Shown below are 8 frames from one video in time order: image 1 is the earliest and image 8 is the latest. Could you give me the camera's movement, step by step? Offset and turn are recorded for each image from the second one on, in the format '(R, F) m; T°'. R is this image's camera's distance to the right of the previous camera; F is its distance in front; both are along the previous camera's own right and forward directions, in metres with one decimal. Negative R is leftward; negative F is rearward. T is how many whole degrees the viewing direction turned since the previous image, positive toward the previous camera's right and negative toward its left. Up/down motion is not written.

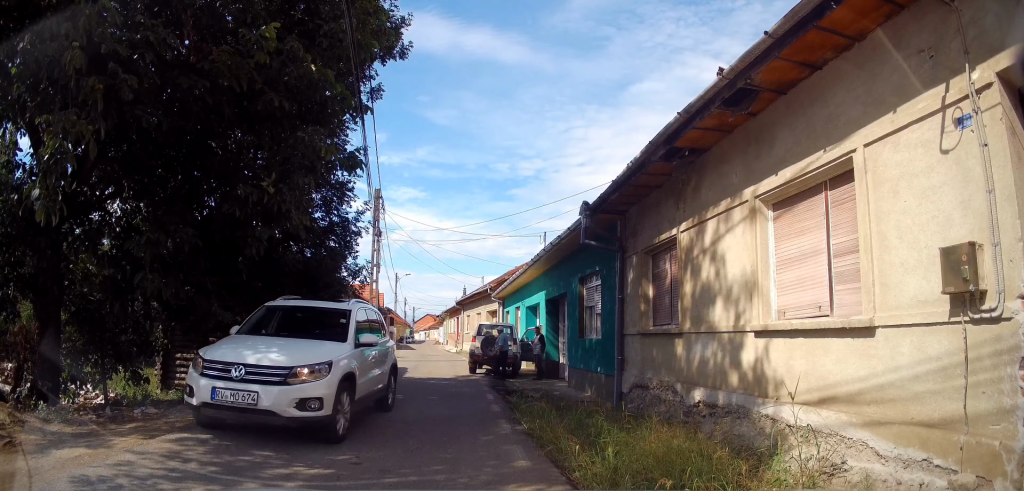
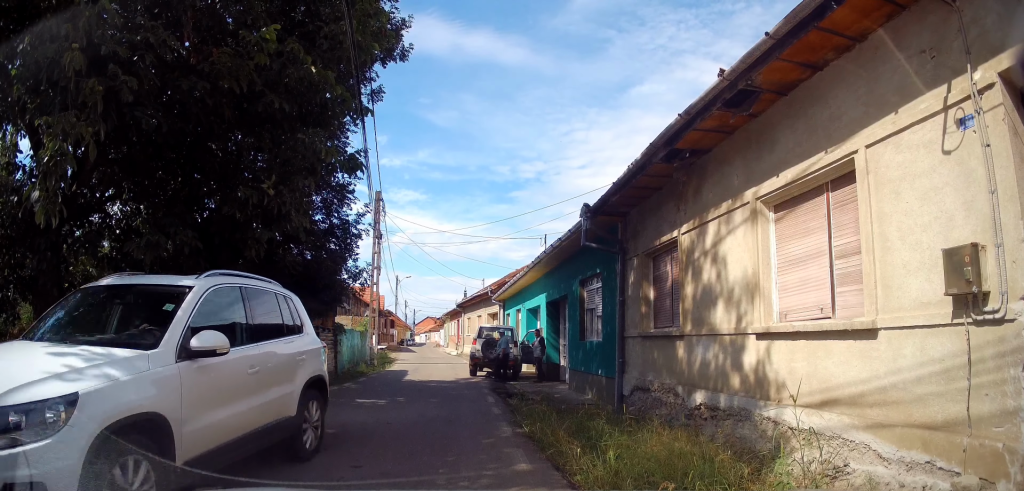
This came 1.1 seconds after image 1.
(-0.1, +0.2) m; 0°
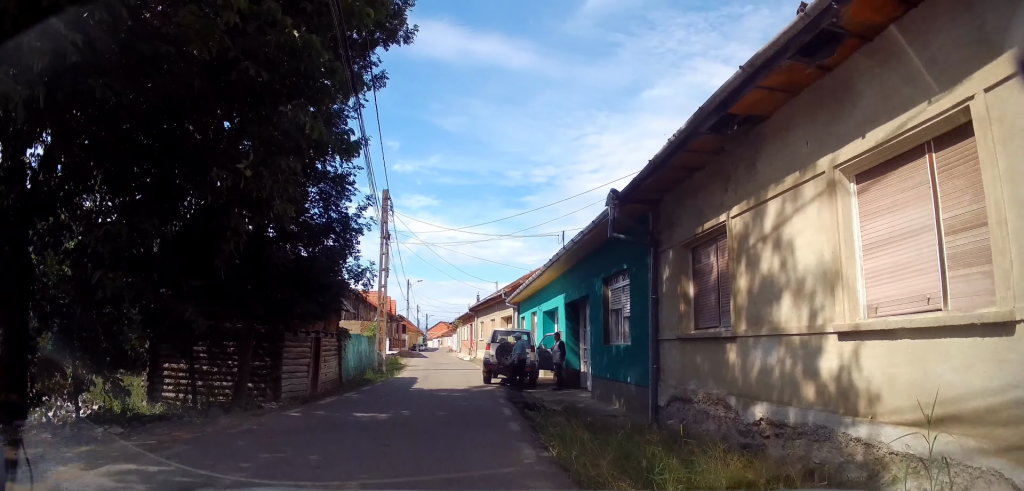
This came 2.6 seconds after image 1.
(-0.2, +0.5) m; -1°
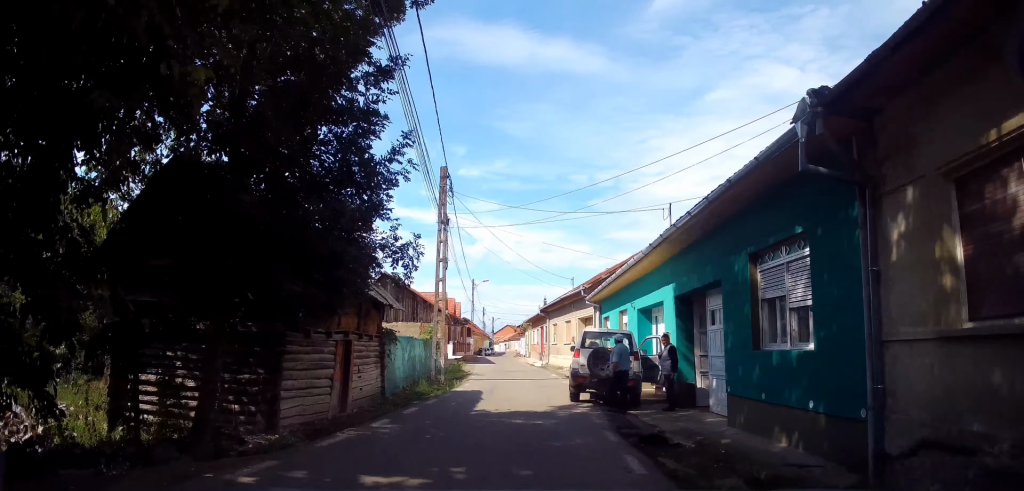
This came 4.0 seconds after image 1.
(-0.8, +3.0) m; -15°
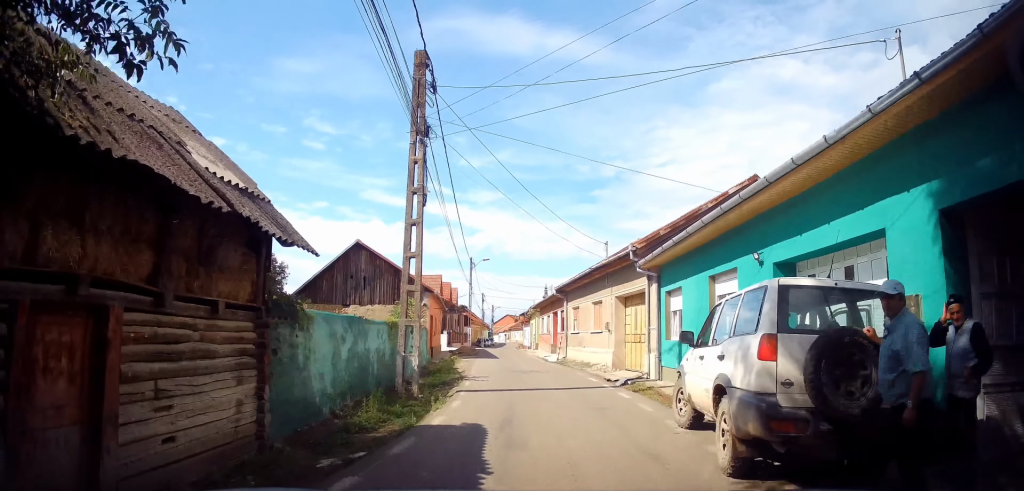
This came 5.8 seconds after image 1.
(+0.3, +7.5) m; +6°
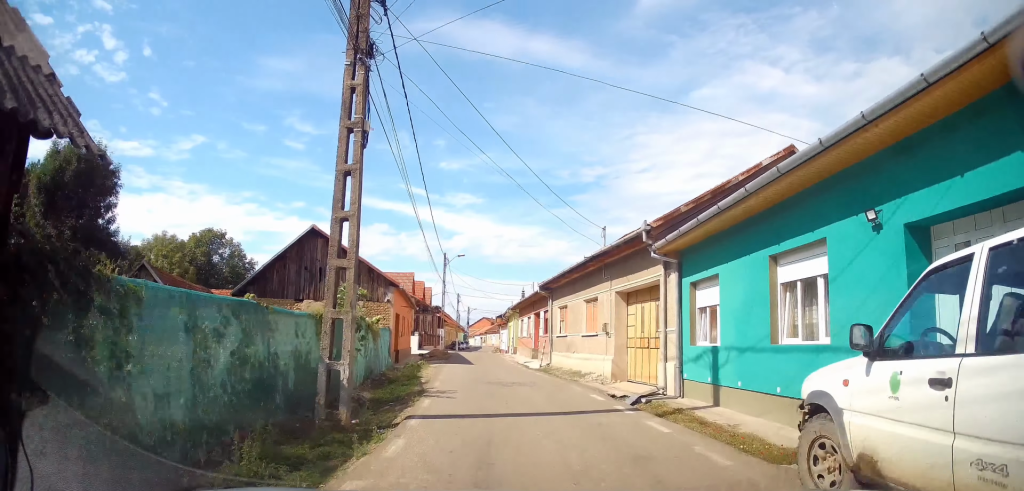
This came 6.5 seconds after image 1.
(+0.3, +3.9) m; +1°
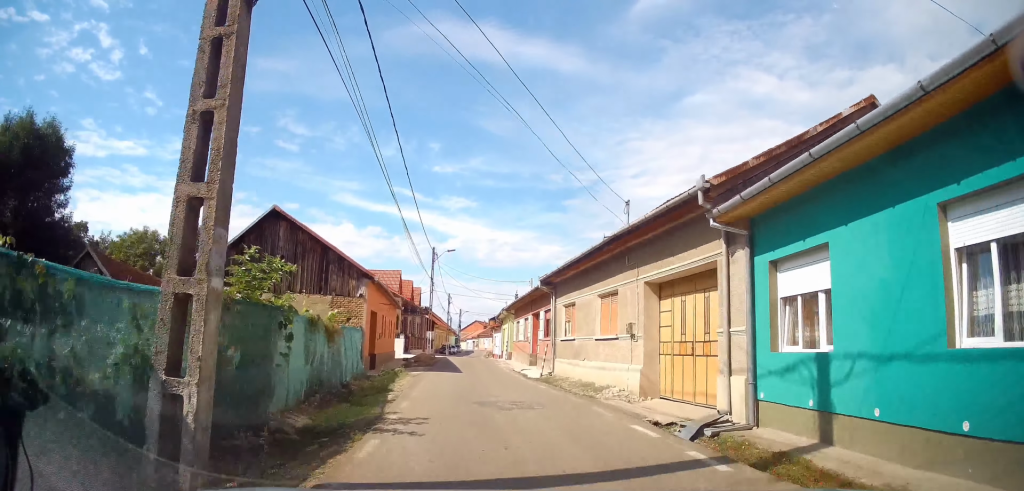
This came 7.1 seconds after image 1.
(-0.2, +4.2) m; -2°
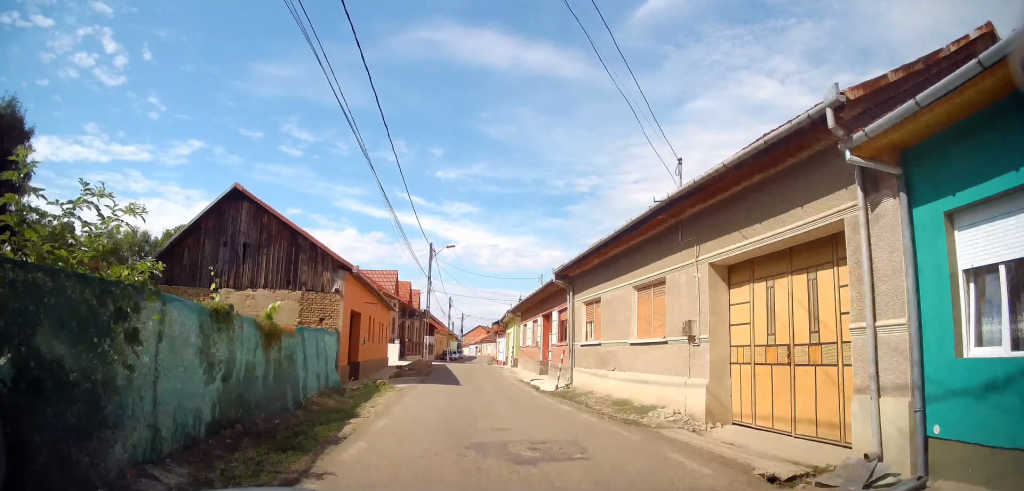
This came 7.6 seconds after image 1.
(-0.1, +3.7) m; -1°
